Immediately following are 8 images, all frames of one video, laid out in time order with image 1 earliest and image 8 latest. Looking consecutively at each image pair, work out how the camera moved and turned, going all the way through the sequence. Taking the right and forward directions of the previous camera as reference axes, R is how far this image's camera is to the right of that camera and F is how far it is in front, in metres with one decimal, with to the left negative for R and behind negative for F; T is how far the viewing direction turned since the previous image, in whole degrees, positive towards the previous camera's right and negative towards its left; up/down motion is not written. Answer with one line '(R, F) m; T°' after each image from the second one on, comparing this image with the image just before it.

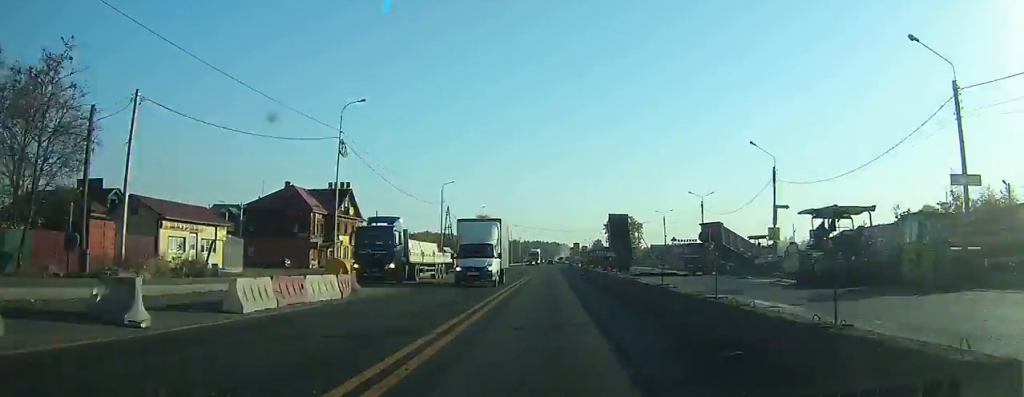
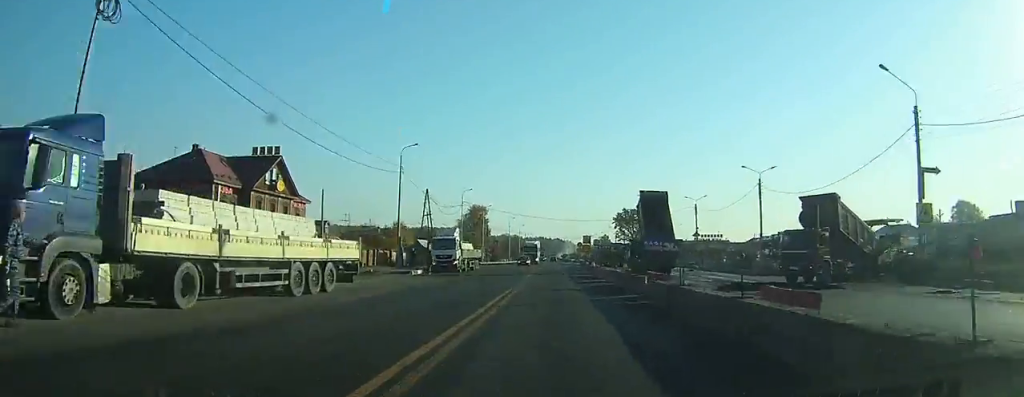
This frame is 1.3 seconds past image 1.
(+0.2, +22.9) m; 0°
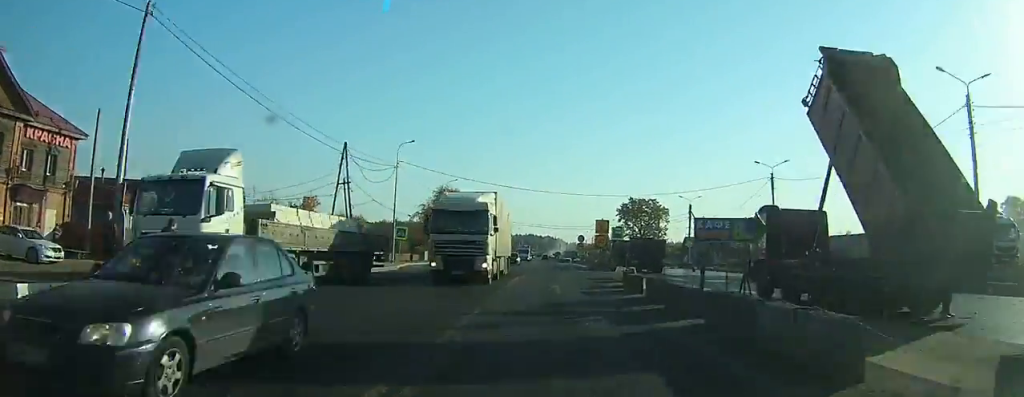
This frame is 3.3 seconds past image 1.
(+0.1, +36.0) m; 0°
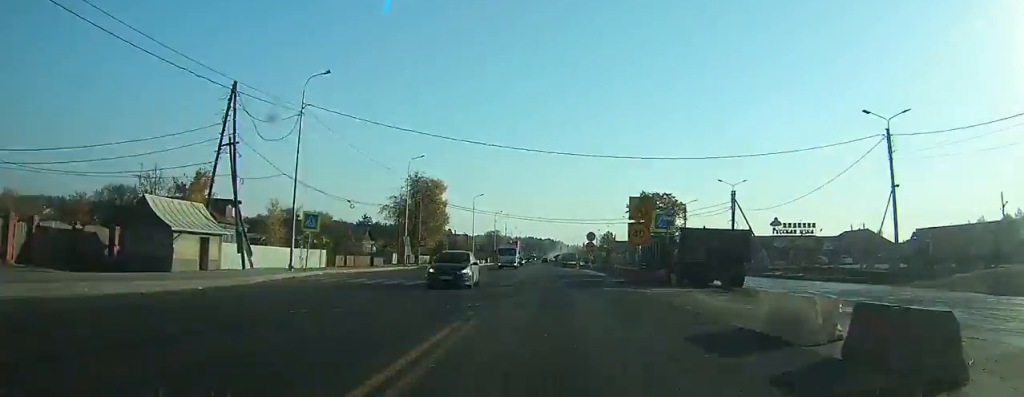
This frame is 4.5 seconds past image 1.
(0.0, +22.6) m; 0°
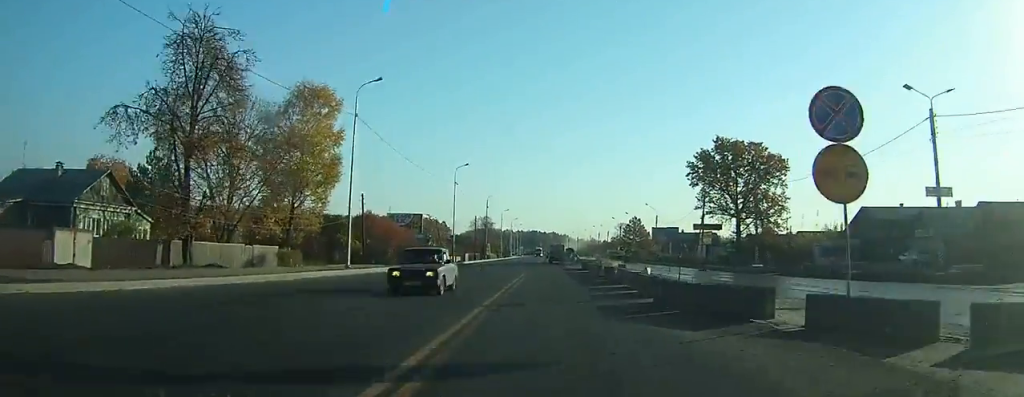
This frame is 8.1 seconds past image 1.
(+0.1, +62.4) m; 0°
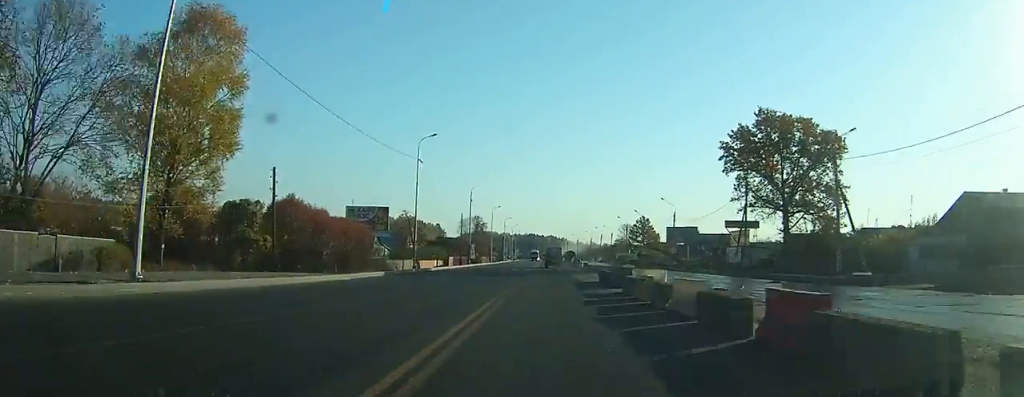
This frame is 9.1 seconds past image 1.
(0.0, +18.6) m; 0°
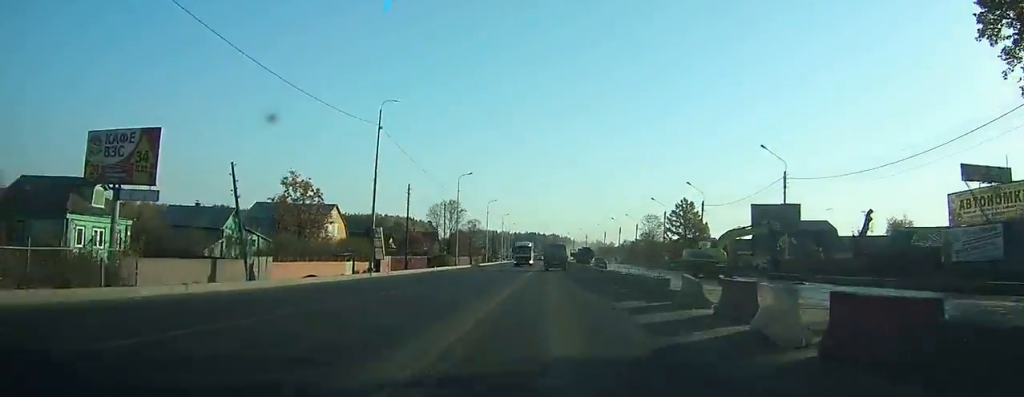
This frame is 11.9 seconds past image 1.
(-0.2, +48.0) m; 0°
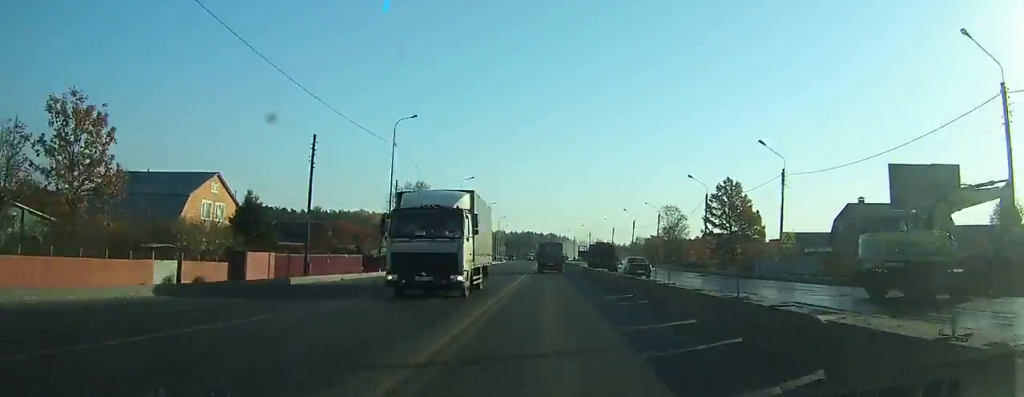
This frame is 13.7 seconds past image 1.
(+0.1, +30.1) m; 0°
